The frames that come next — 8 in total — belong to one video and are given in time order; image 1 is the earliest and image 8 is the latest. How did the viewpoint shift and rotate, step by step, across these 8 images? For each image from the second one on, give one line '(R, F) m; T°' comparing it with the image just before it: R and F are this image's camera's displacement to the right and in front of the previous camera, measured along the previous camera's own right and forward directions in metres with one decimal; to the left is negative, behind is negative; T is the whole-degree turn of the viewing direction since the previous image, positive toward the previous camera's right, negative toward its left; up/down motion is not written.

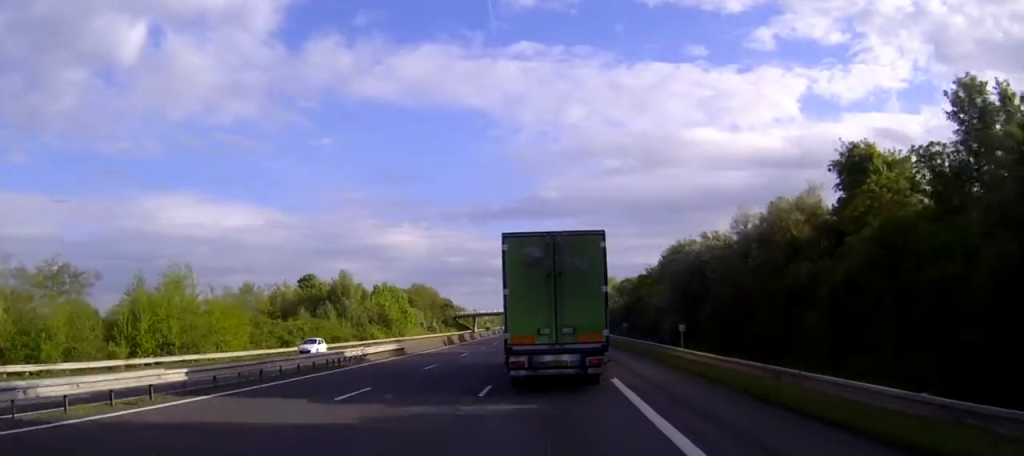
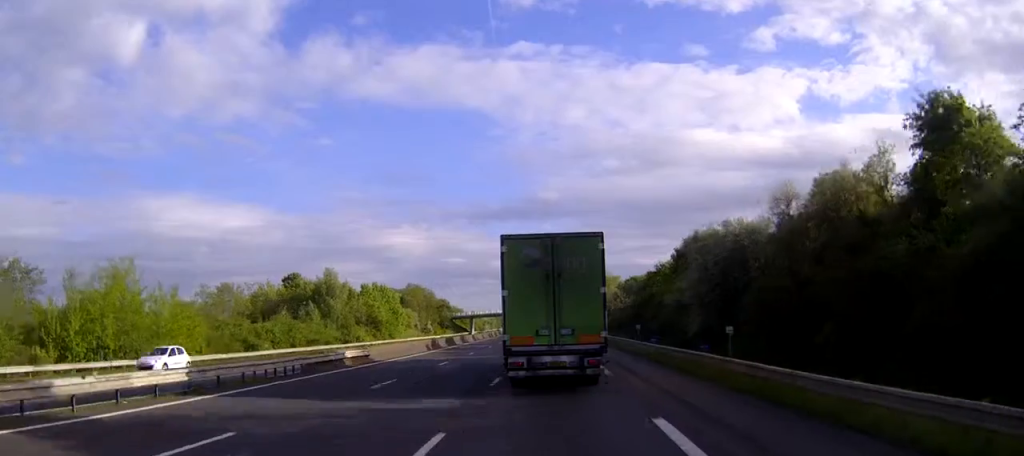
(0.0, +9.7) m; 0°
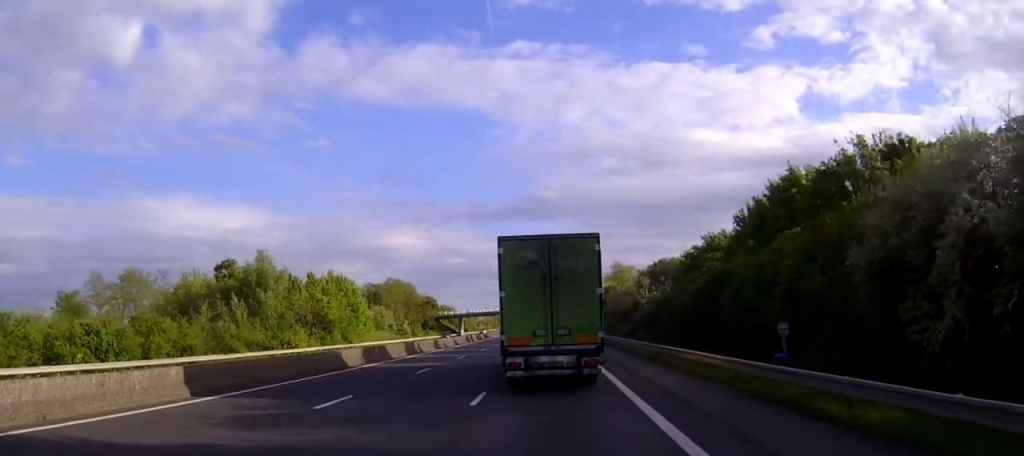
(0.0, +31.5) m; 0°
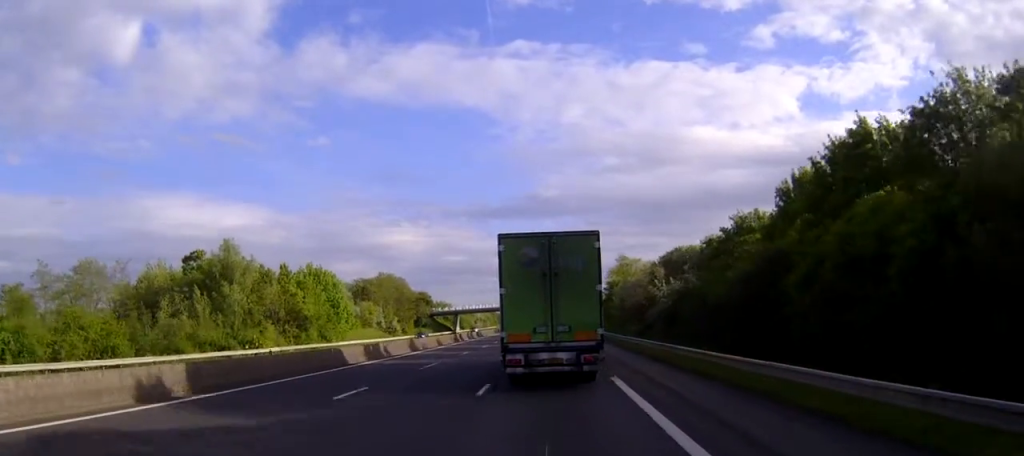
(0.0, +11.2) m; 0°
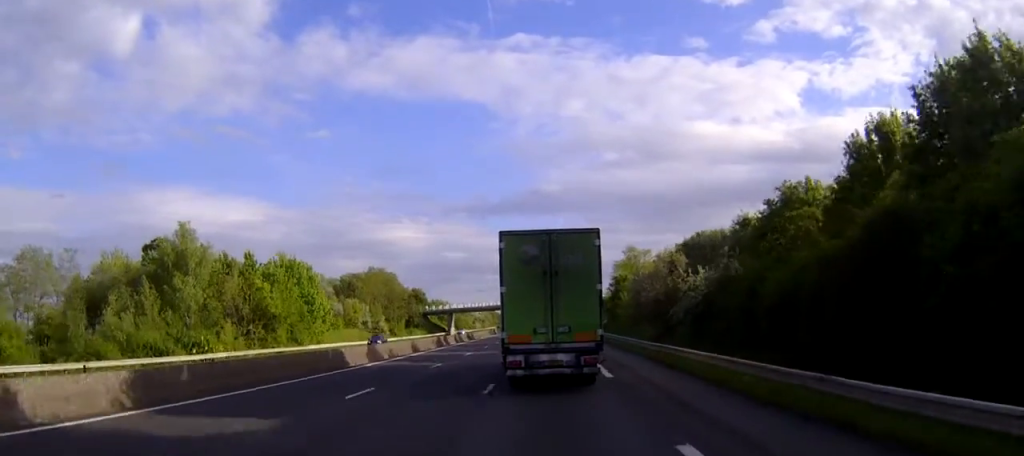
(0.0, +11.9) m; 0°
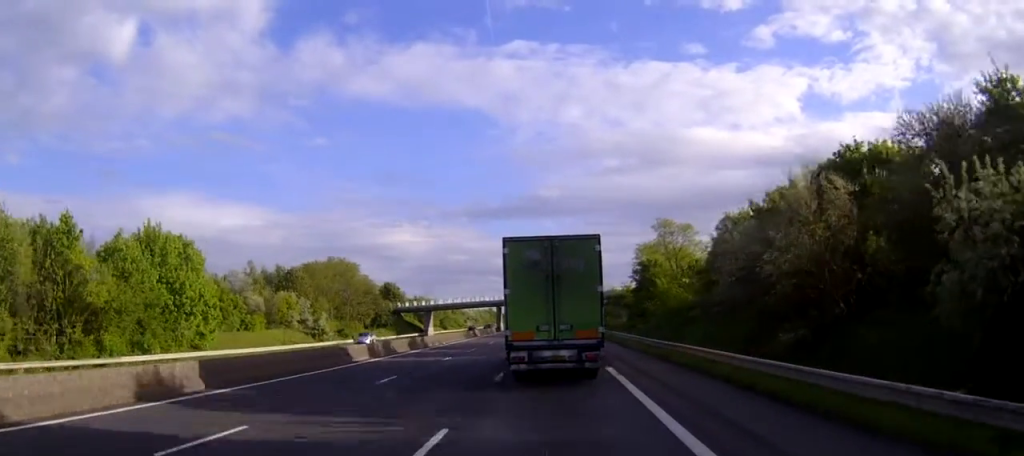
(0.0, +36.6) m; 0°
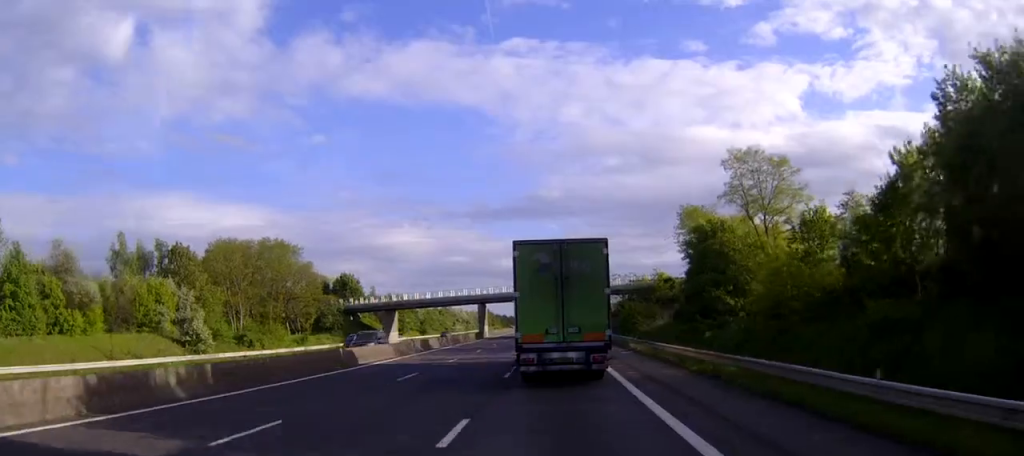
(-0.1, +37.5) m; 0°
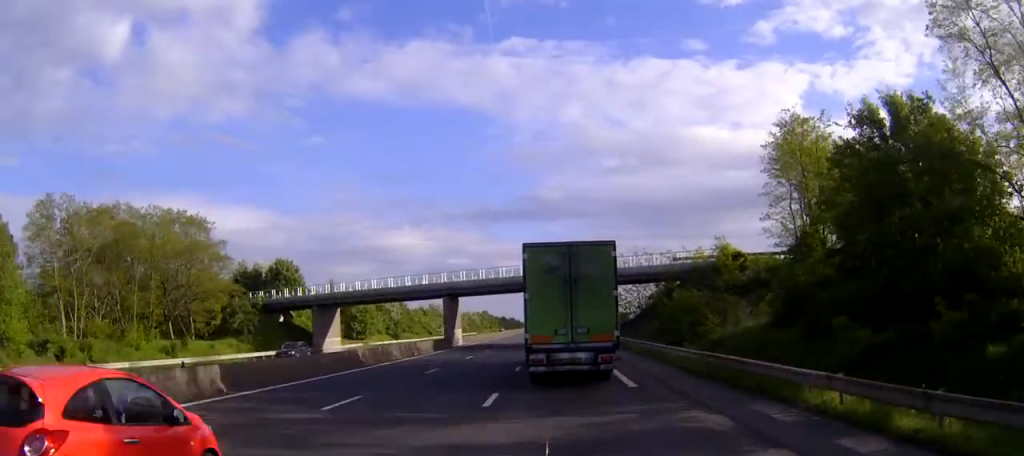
(-0.1, +33.8) m; 0°
